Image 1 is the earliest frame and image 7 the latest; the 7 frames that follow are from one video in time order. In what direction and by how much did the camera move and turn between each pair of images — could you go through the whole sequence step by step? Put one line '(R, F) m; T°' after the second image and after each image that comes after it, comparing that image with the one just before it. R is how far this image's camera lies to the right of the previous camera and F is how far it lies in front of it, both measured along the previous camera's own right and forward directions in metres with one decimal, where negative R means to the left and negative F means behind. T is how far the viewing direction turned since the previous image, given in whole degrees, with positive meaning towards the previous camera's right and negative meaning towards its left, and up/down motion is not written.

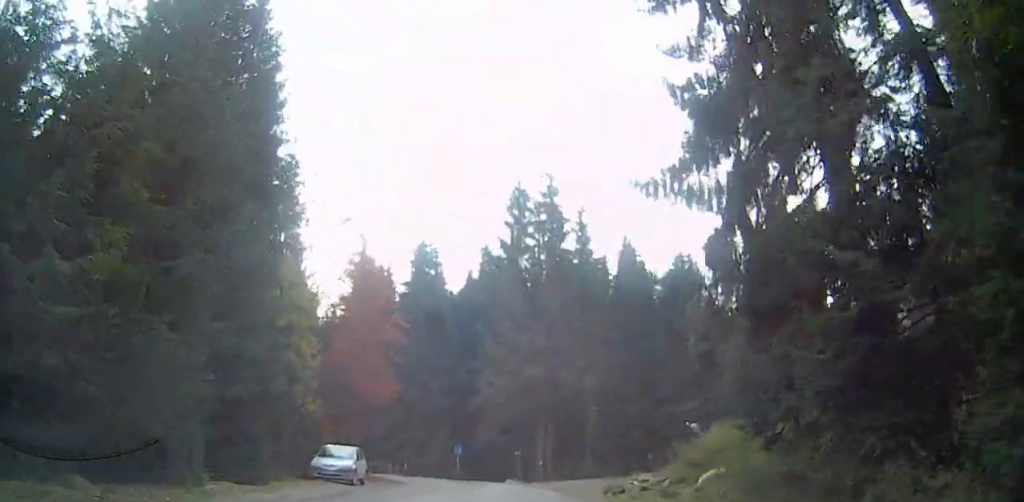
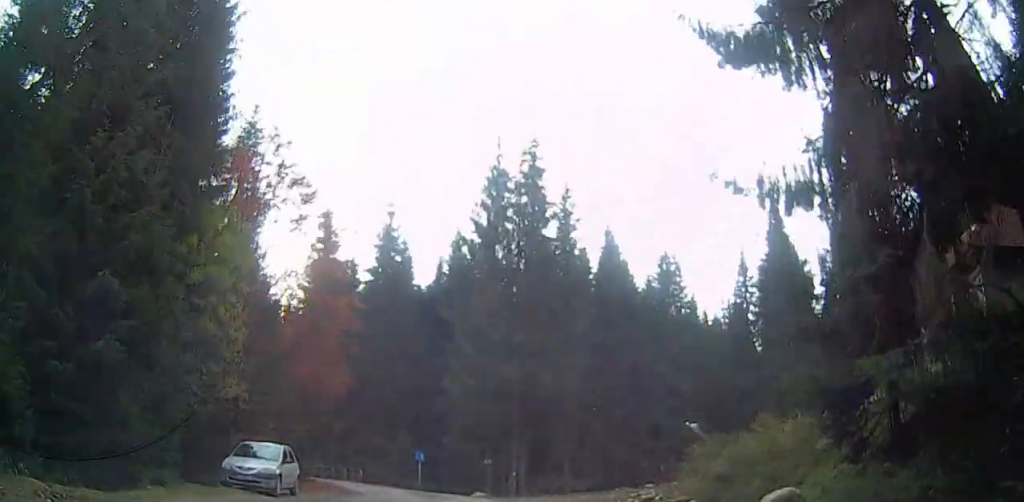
(+0.2, +6.5) m; +1°
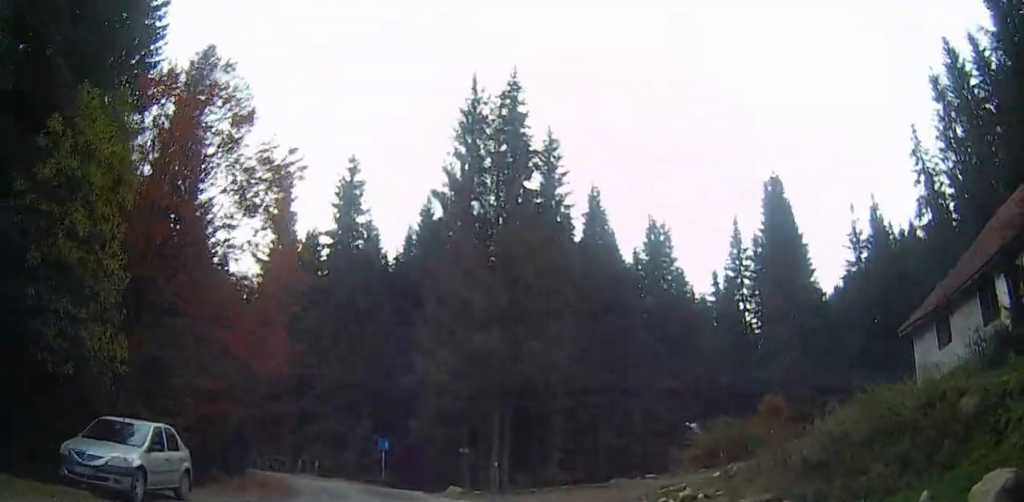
(0.0, +7.0) m; -1°
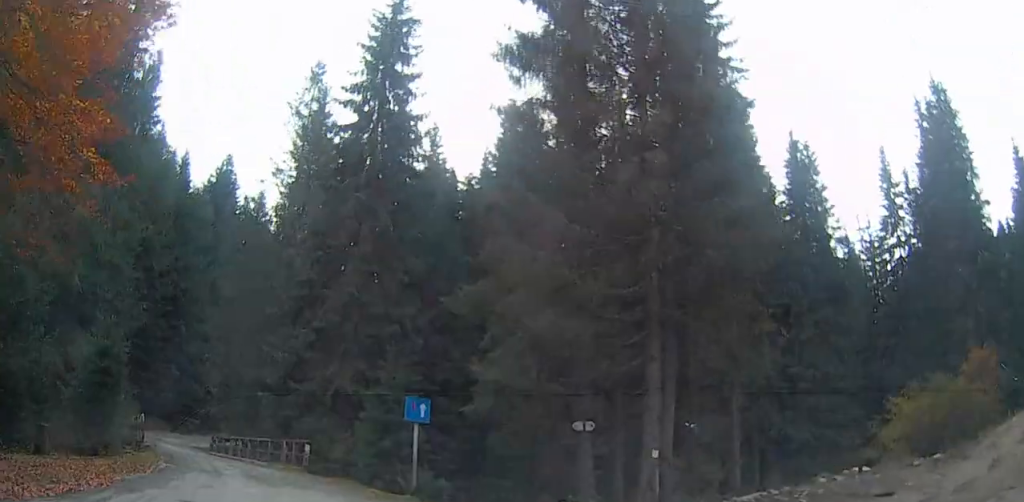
(-1.4, +20.1) m; -8°
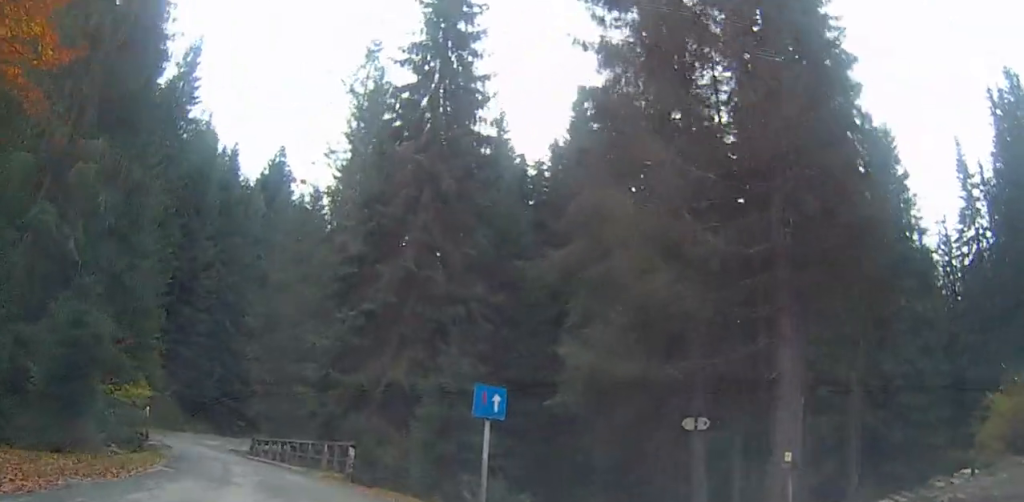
(-0.1, +4.2) m; -2°
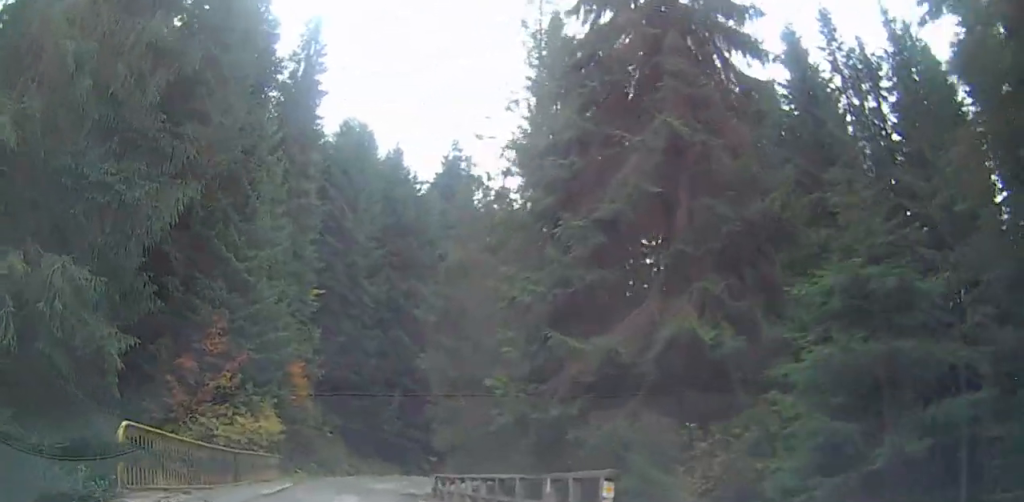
(-0.9, +10.9) m; -13°
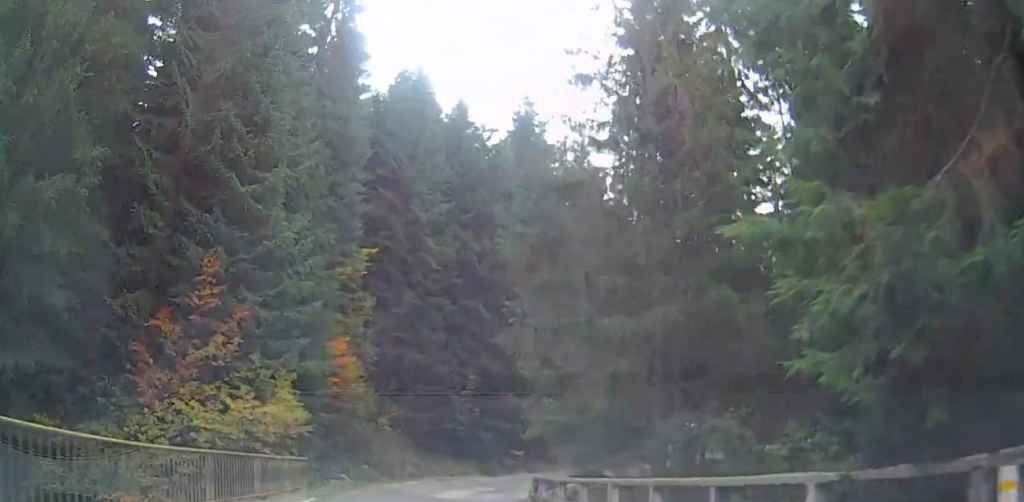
(-1.0, +8.8) m; -9°
